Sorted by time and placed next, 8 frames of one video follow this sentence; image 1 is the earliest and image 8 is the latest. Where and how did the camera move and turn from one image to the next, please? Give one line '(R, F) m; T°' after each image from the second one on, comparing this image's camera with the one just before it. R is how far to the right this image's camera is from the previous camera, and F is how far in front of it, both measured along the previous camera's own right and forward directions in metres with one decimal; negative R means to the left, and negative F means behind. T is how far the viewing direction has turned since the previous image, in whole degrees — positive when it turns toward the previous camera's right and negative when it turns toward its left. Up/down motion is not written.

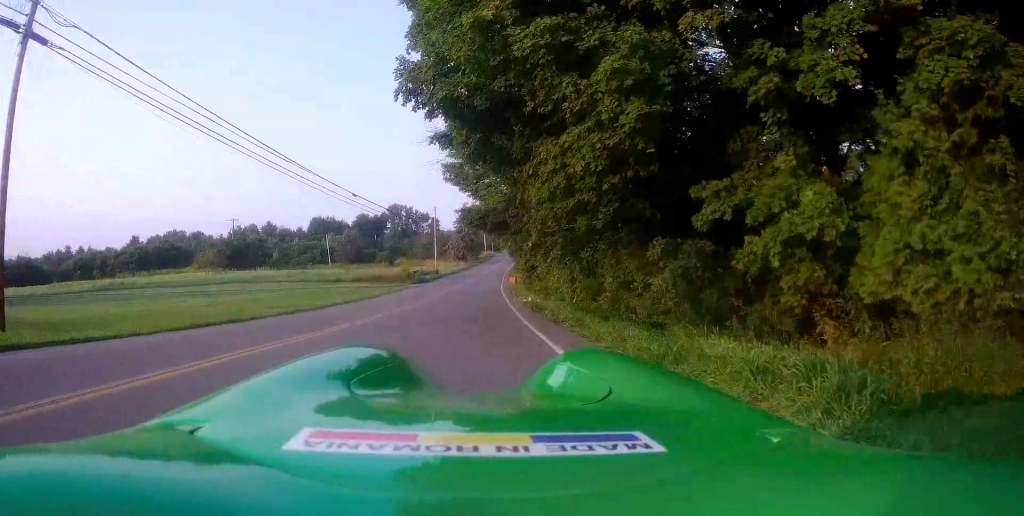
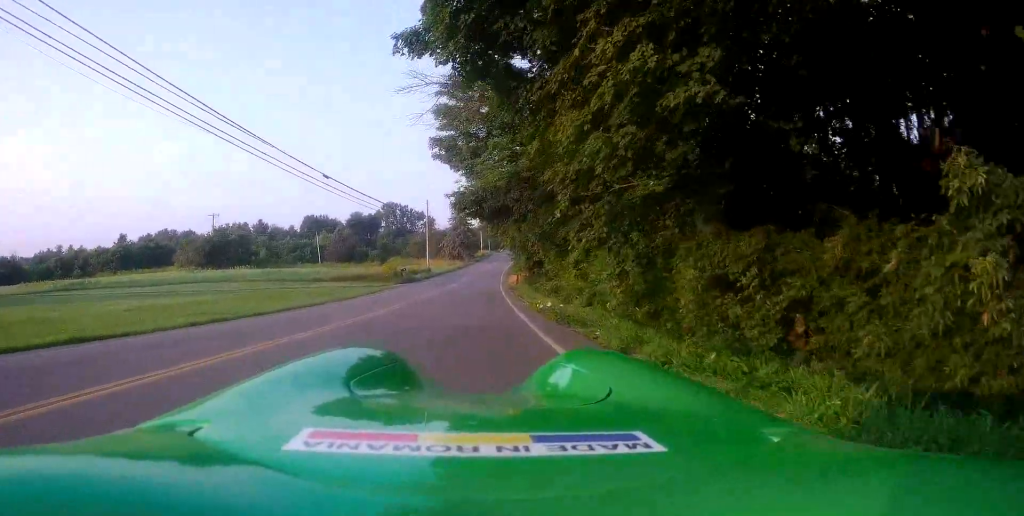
(+0.4, +7.1) m; +4°
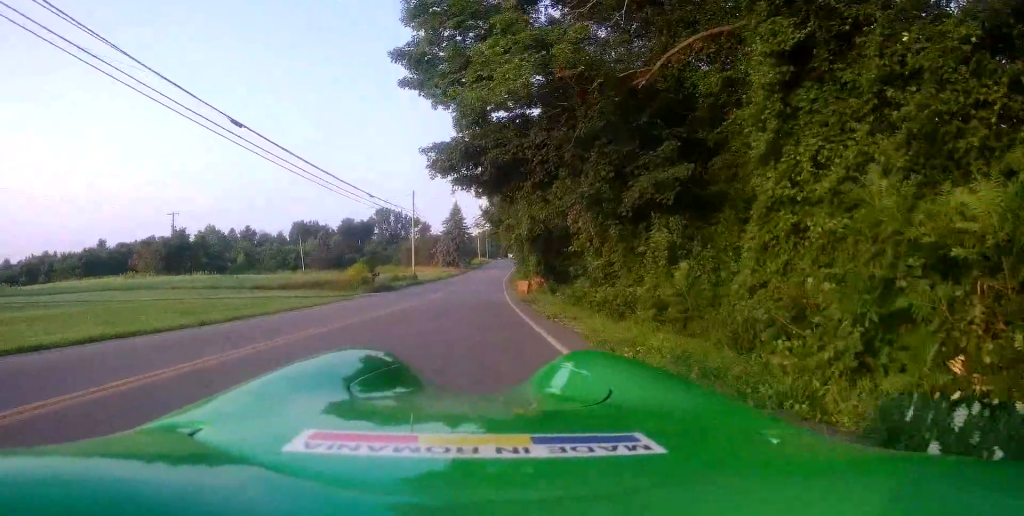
(-0.4, +13.0) m; -5°
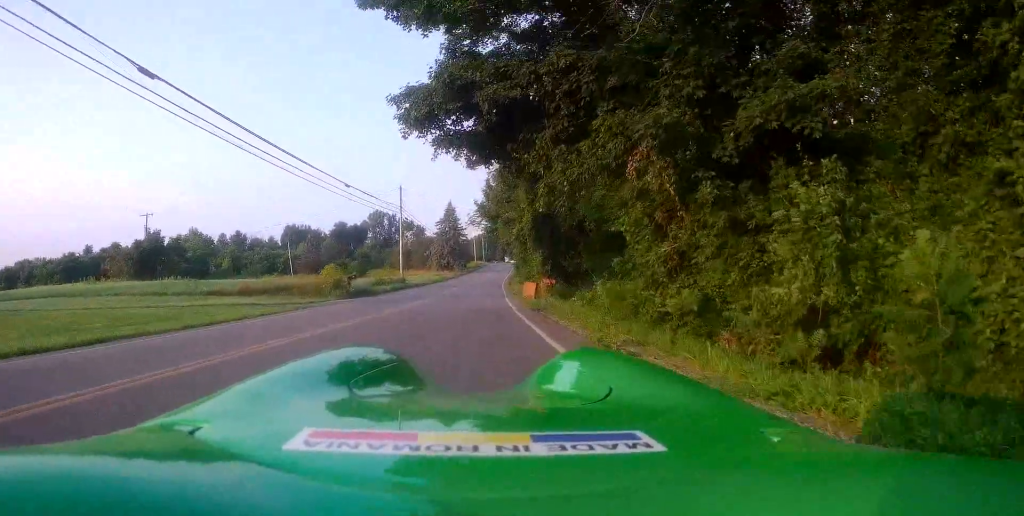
(-0.2, +6.6) m; 0°
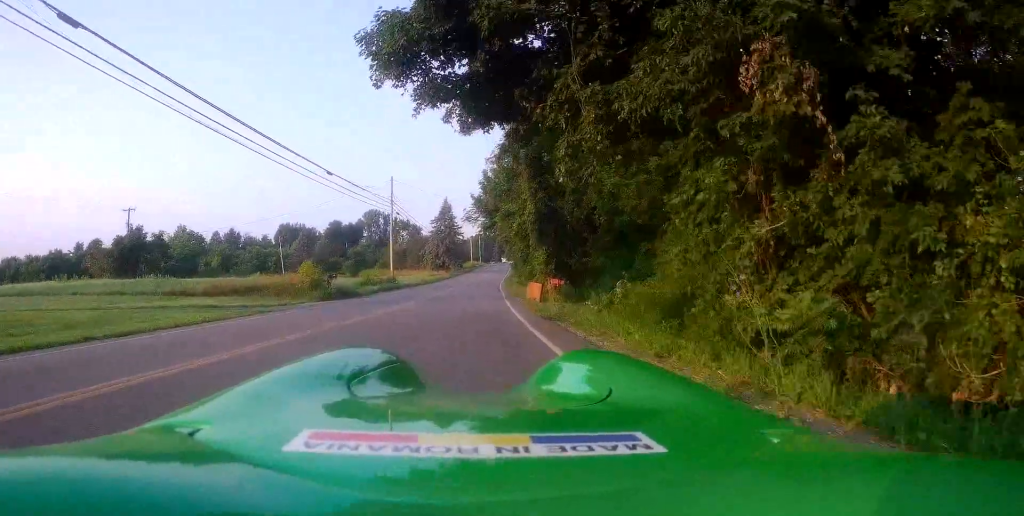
(-0.2, +3.7) m; +2°
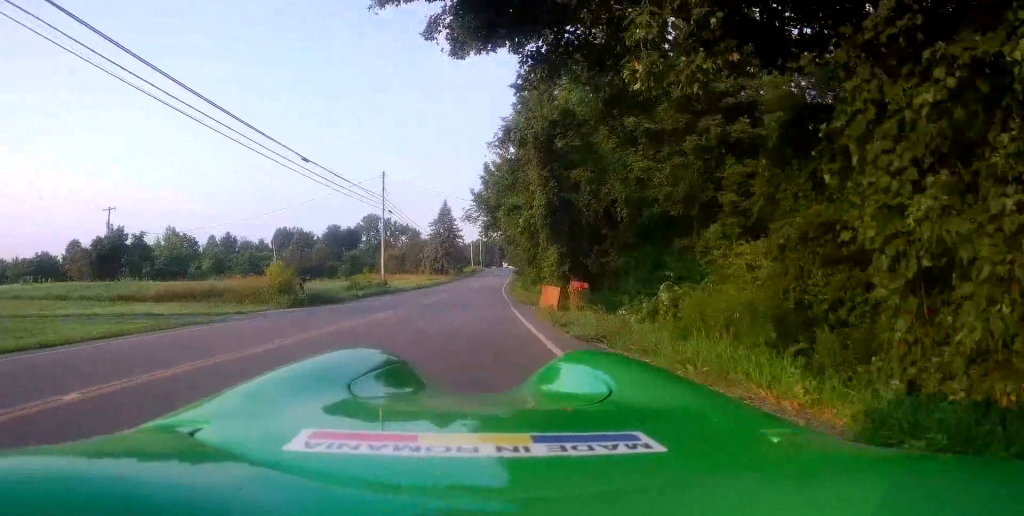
(+0.2, +5.0) m; +2°
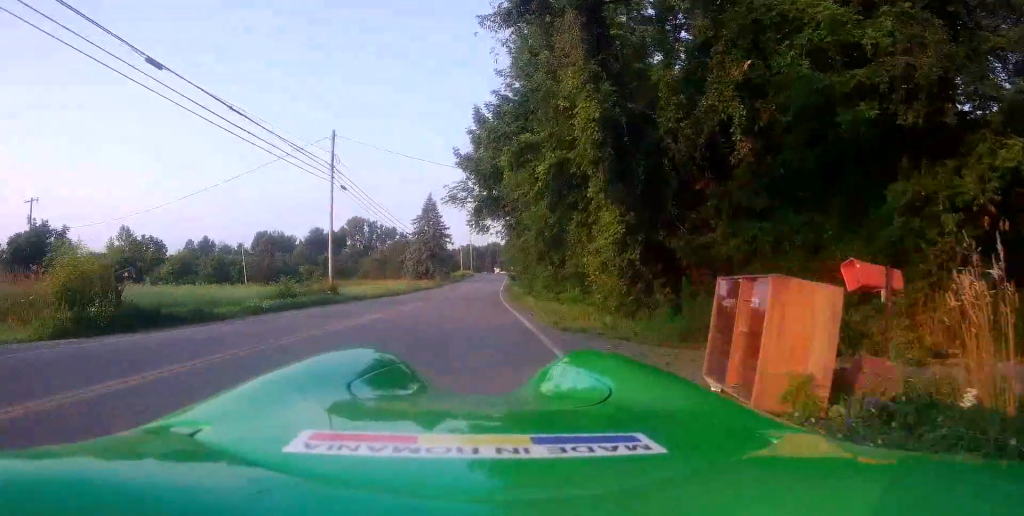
(+0.2, +14.1) m; -1°
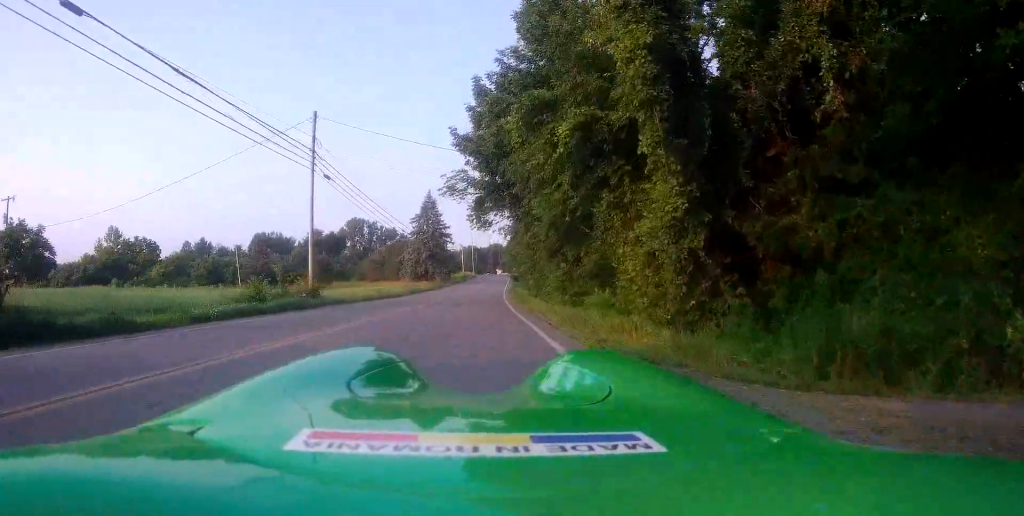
(0.0, +4.6) m; 0°
